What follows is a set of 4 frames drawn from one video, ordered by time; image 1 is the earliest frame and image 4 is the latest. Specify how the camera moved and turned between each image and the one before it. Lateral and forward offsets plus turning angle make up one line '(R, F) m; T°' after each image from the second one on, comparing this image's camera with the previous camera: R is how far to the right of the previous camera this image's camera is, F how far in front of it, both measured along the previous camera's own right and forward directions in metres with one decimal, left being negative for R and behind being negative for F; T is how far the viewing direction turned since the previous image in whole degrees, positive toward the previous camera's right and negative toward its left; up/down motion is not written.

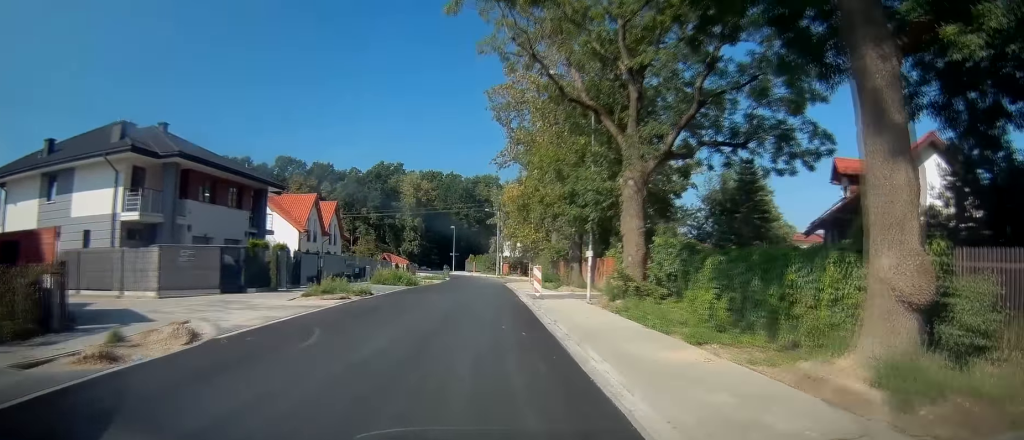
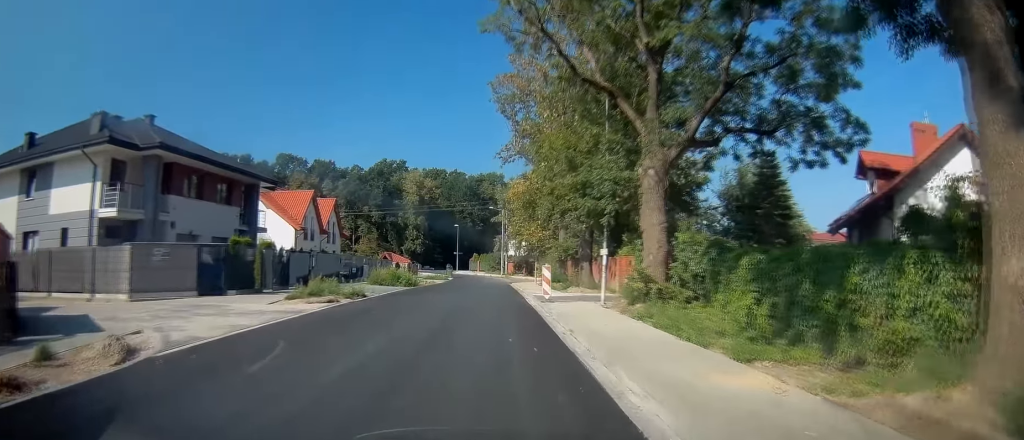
(-0.1, +2.2) m; -3°
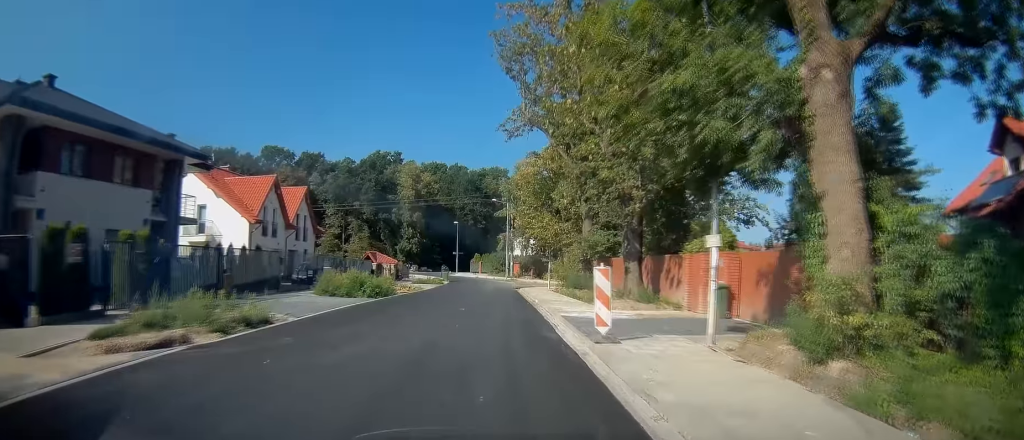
(-0.5, +10.8) m; -1°
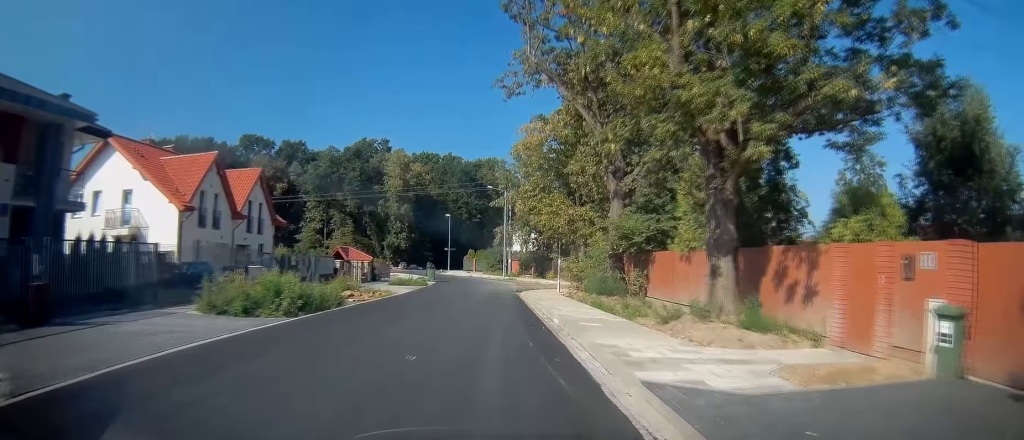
(+0.9, +9.2) m; +3°
